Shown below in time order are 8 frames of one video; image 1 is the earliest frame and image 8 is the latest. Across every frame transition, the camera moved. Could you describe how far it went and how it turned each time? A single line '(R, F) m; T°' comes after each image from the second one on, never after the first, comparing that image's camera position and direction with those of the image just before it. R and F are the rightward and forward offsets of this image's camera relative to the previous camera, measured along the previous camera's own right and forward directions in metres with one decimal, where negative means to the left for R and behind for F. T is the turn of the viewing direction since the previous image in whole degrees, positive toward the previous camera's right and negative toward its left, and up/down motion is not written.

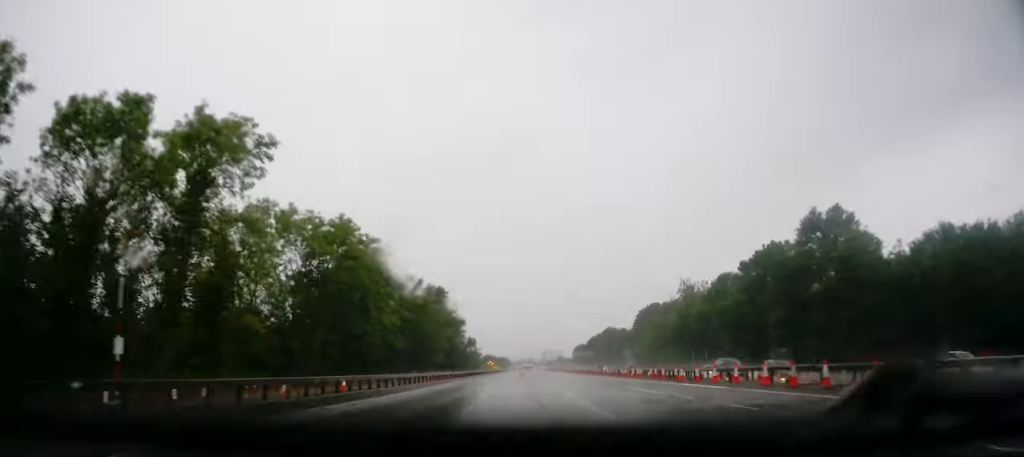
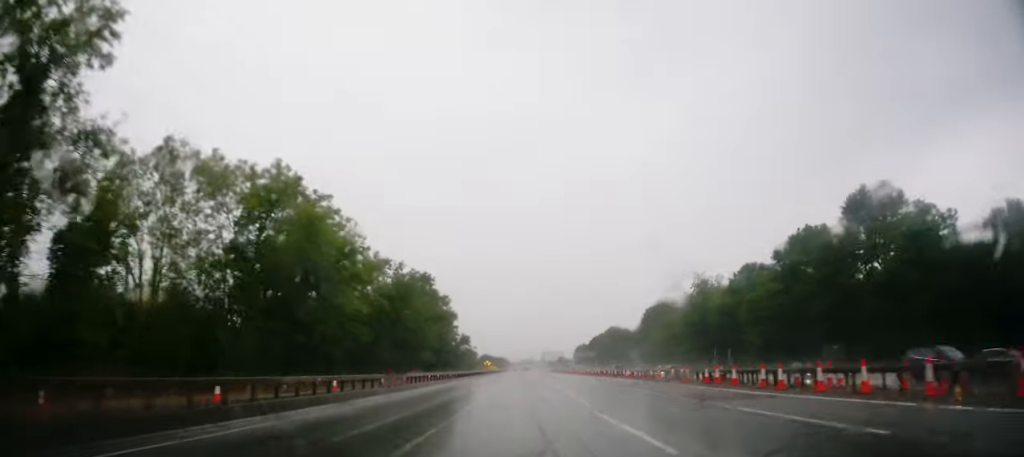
(+0.2, +13.7) m; +1°
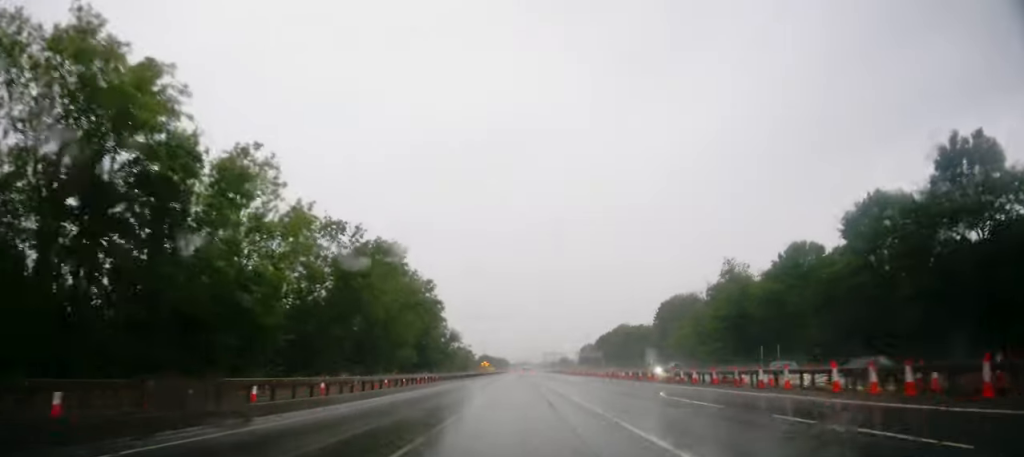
(0.0, +20.0) m; -1°
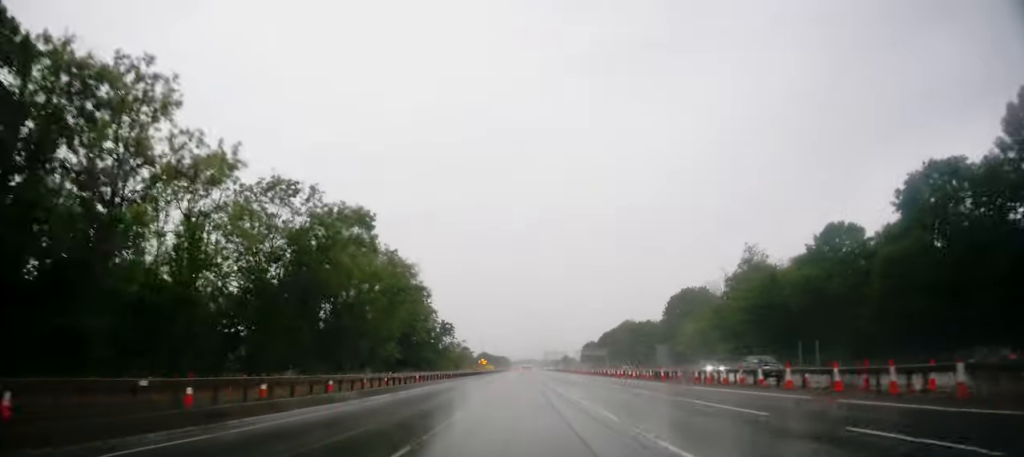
(-0.3, +12.1) m; 0°
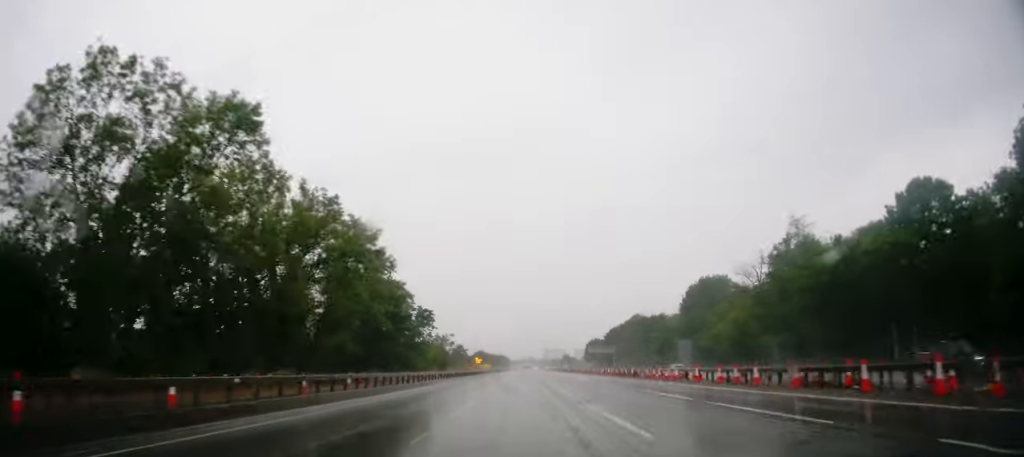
(+0.1, +20.3) m; 0°
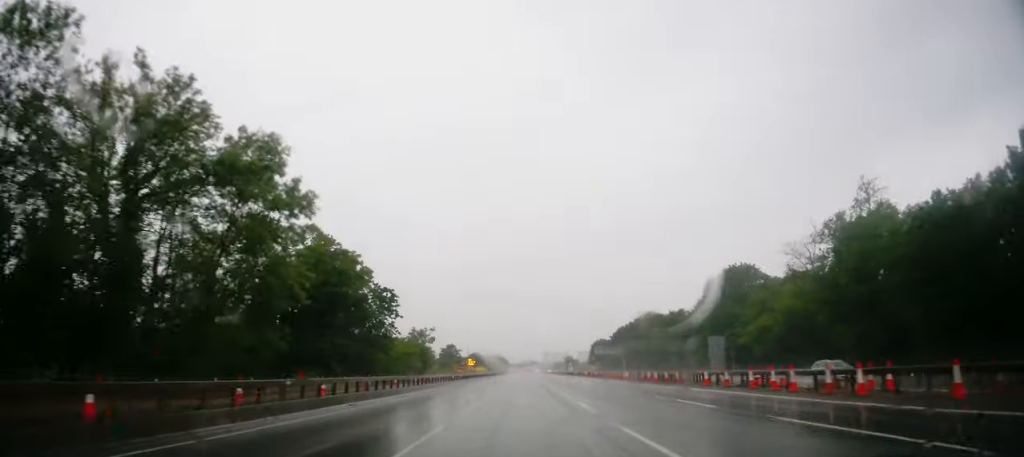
(-0.1, +20.9) m; 0°
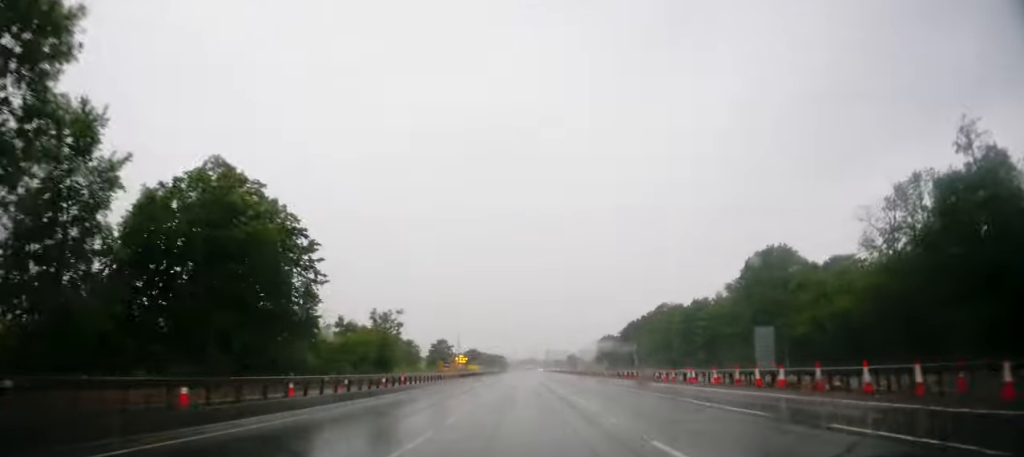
(+0.1, +21.0) m; +1°
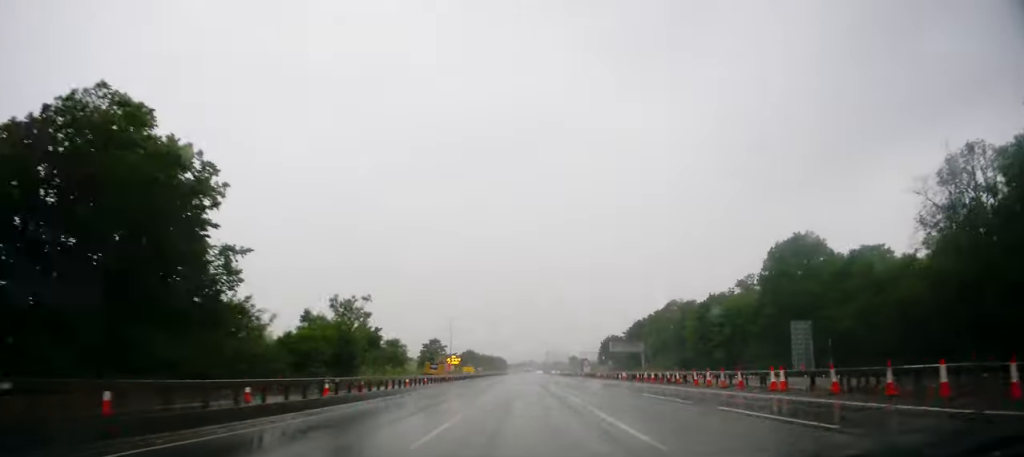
(+0.1, +11.9) m; 0°
